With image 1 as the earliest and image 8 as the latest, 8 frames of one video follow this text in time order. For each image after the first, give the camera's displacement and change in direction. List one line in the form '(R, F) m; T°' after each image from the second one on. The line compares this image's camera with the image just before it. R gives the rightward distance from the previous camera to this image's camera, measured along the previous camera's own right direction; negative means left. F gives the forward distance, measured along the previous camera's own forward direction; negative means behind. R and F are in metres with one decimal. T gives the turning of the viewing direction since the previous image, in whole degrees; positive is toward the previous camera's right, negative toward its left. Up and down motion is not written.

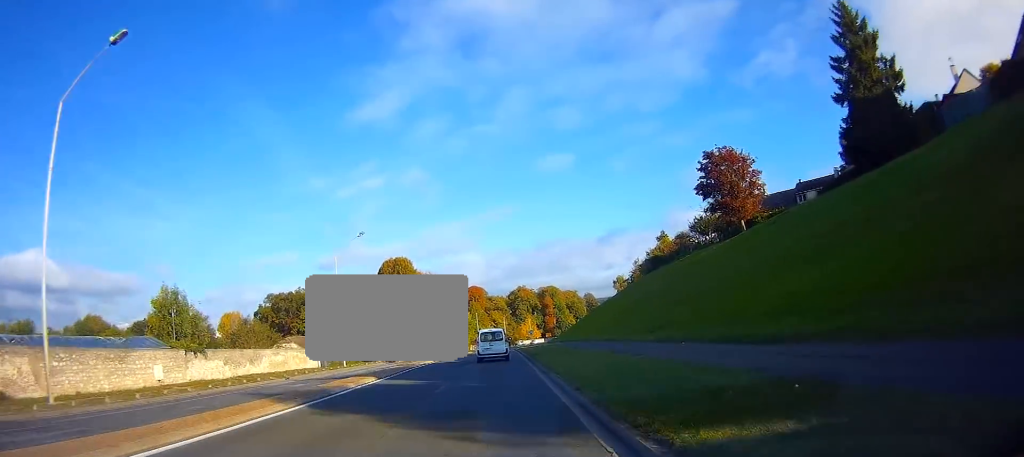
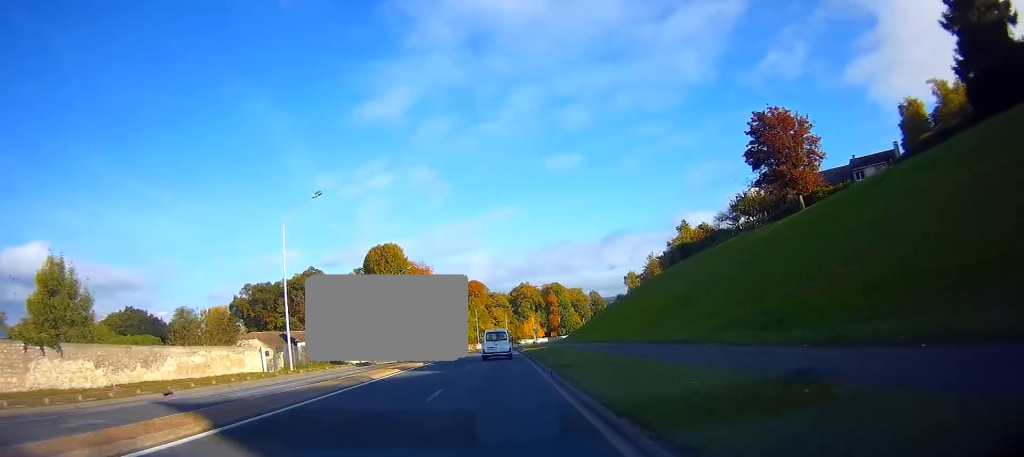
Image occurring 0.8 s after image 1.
(0.0, +13.8) m; 0°
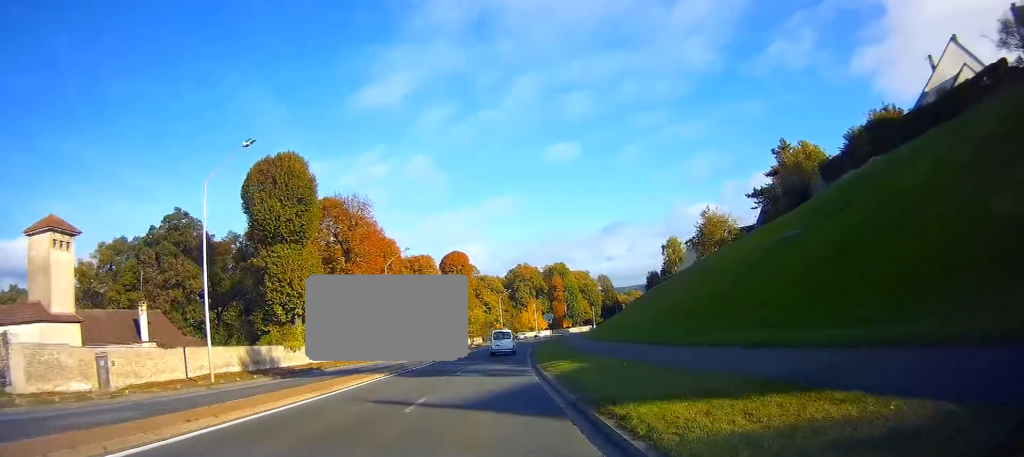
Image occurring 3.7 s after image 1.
(+0.2, +48.0) m; +1°
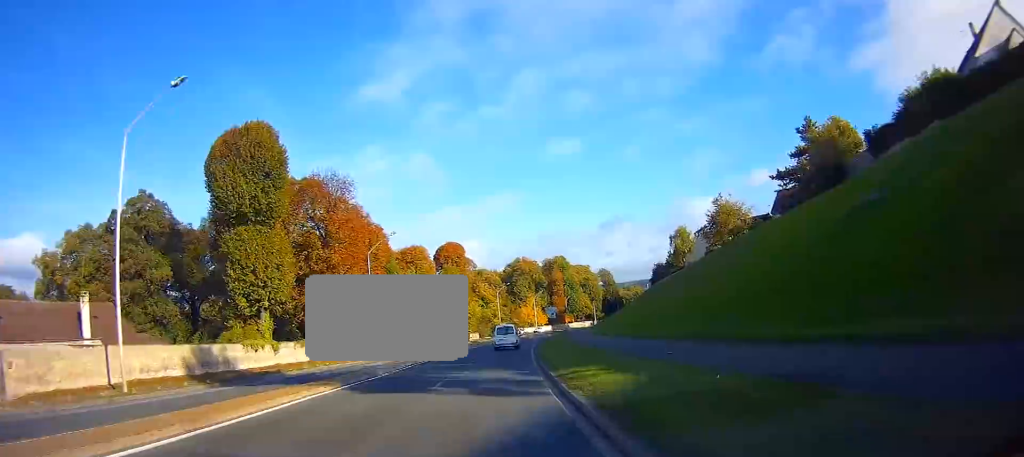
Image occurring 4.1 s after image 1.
(0.0, +7.5) m; 0°
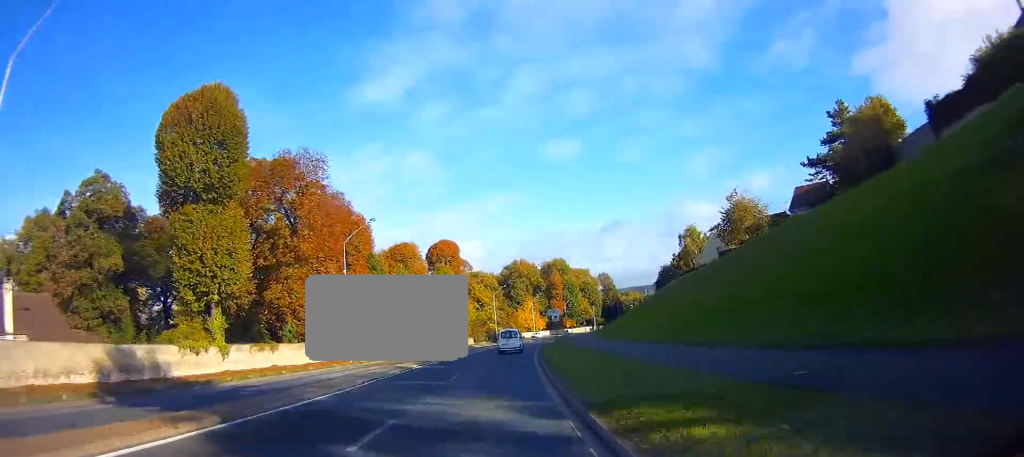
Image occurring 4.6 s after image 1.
(0.0, +8.1) m; 0°
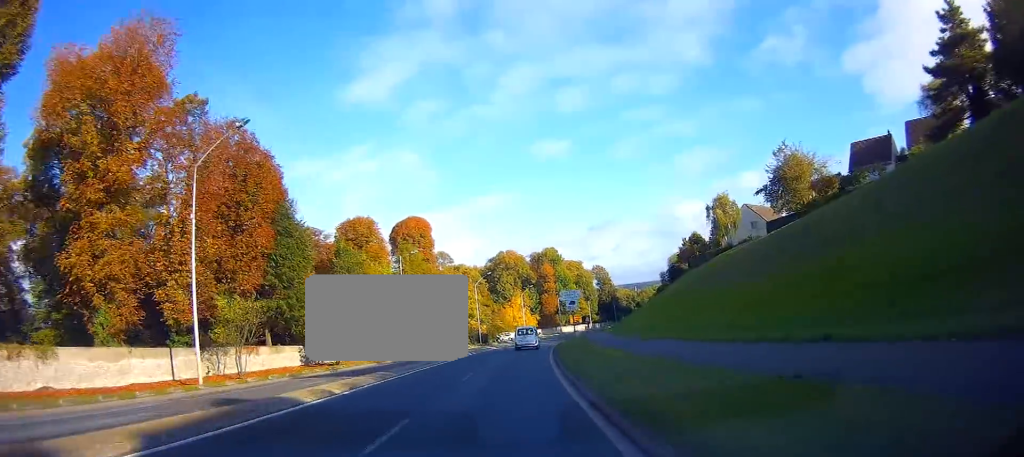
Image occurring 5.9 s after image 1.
(+0.3, +23.6) m; +2°
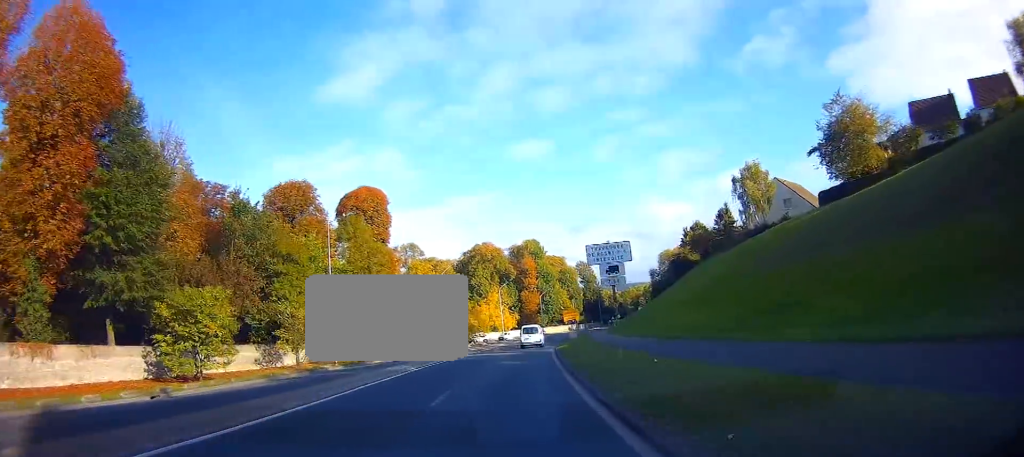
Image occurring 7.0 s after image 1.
(+0.3, +18.9) m; +2°
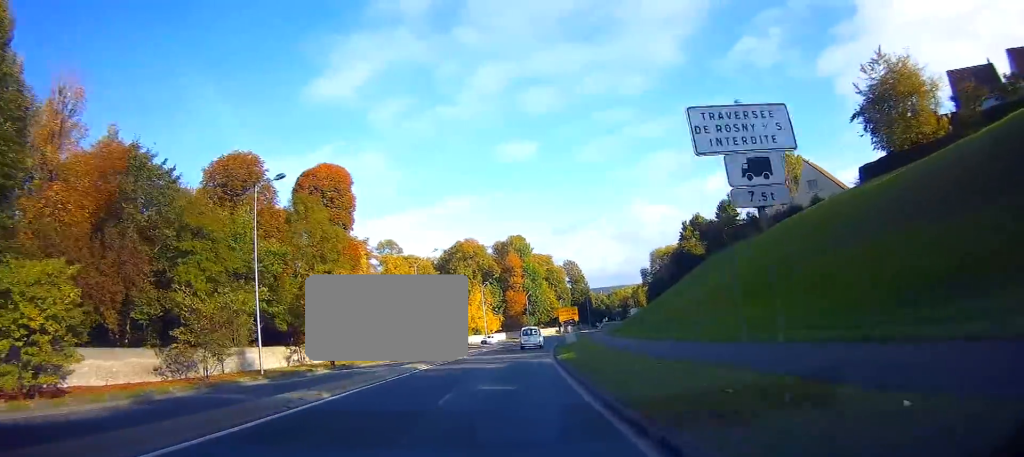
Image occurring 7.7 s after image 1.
(+0.1, +10.8) m; +1°
